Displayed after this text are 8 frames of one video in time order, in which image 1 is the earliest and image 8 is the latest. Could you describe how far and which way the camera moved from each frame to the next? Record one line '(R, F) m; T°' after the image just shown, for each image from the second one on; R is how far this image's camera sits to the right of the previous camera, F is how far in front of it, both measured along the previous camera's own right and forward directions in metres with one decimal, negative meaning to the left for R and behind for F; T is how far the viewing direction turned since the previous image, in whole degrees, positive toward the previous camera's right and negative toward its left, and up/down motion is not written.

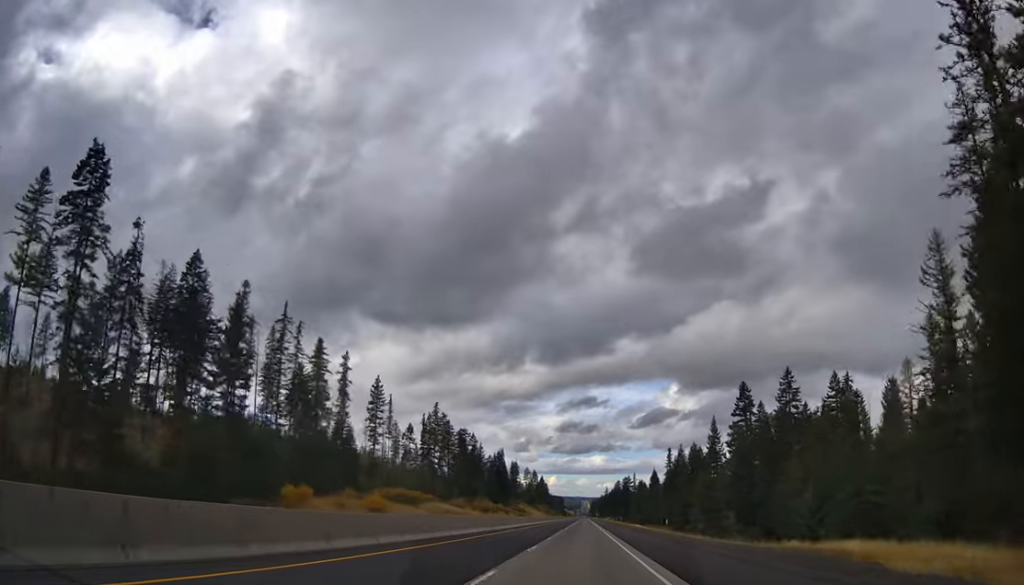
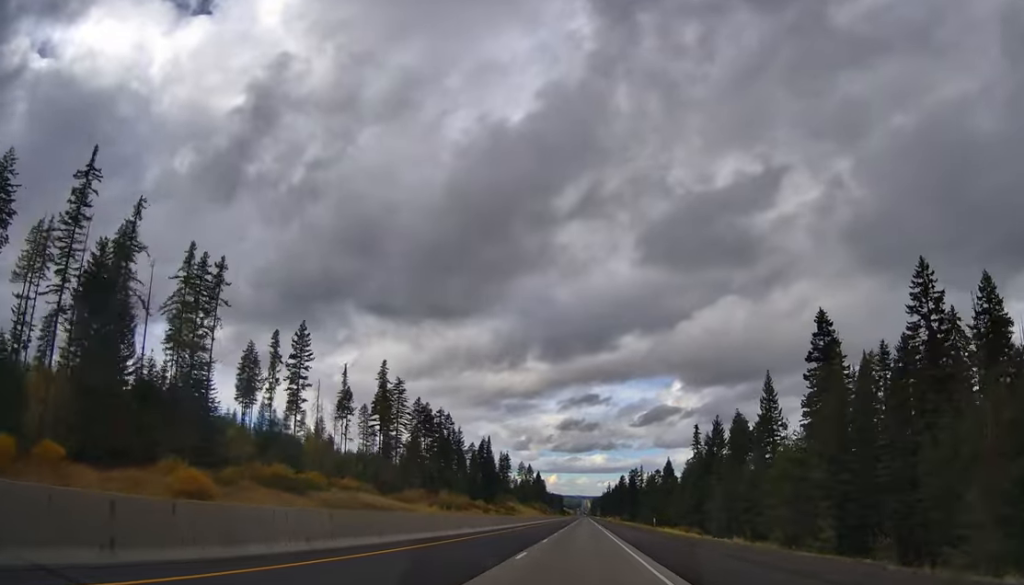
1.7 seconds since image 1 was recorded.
(-0.4, +54.0) m; 0°
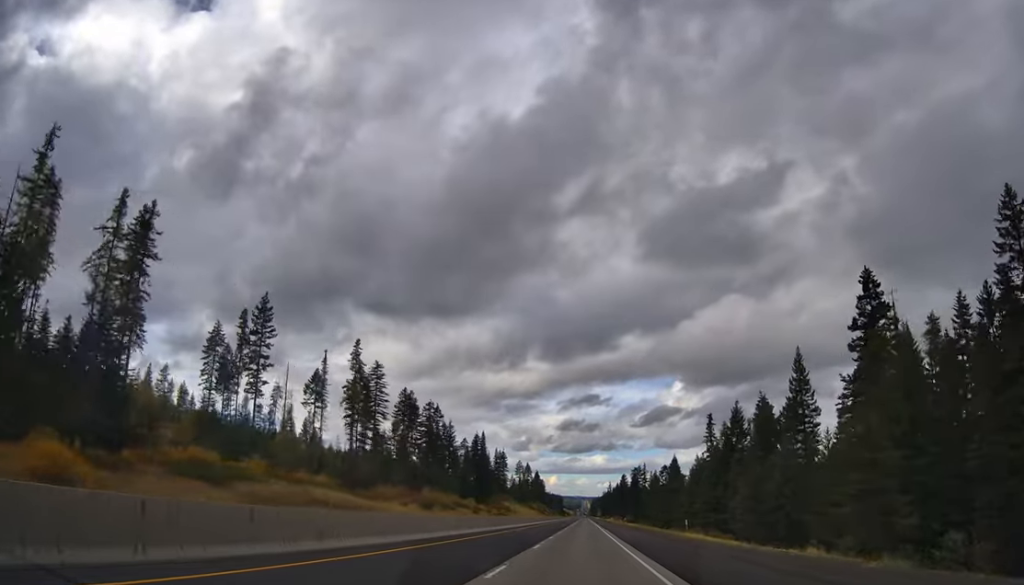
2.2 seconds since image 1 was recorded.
(+0.3, +18.3) m; 0°
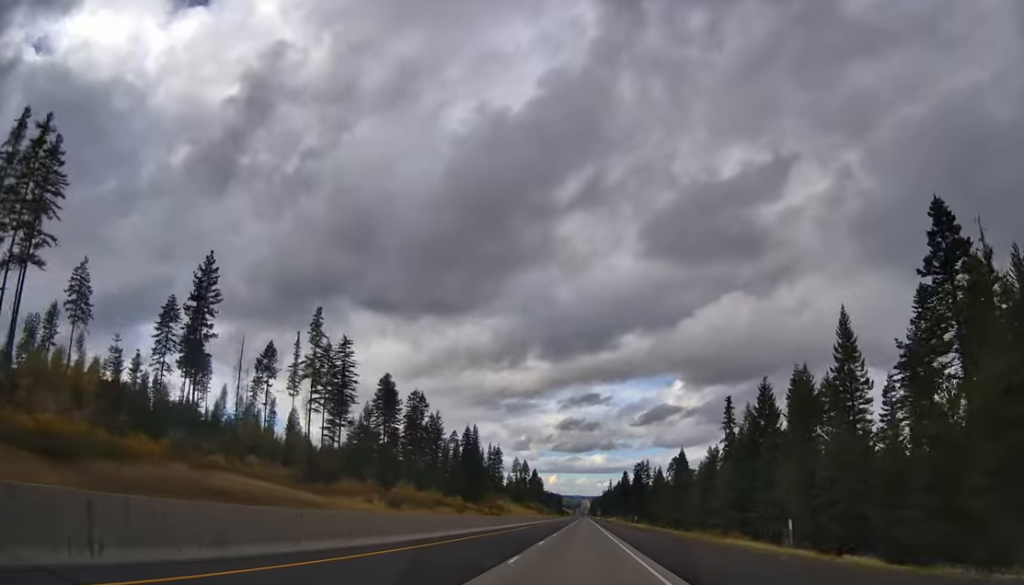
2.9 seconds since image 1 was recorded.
(0.0, +20.5) m; 0°
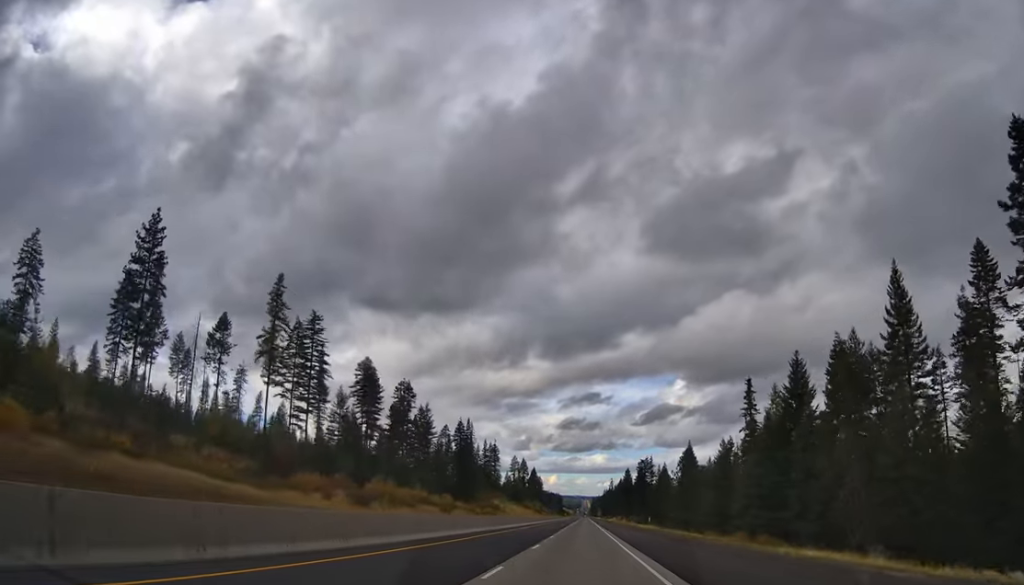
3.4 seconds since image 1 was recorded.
(0.0, +16.1) m; -1°
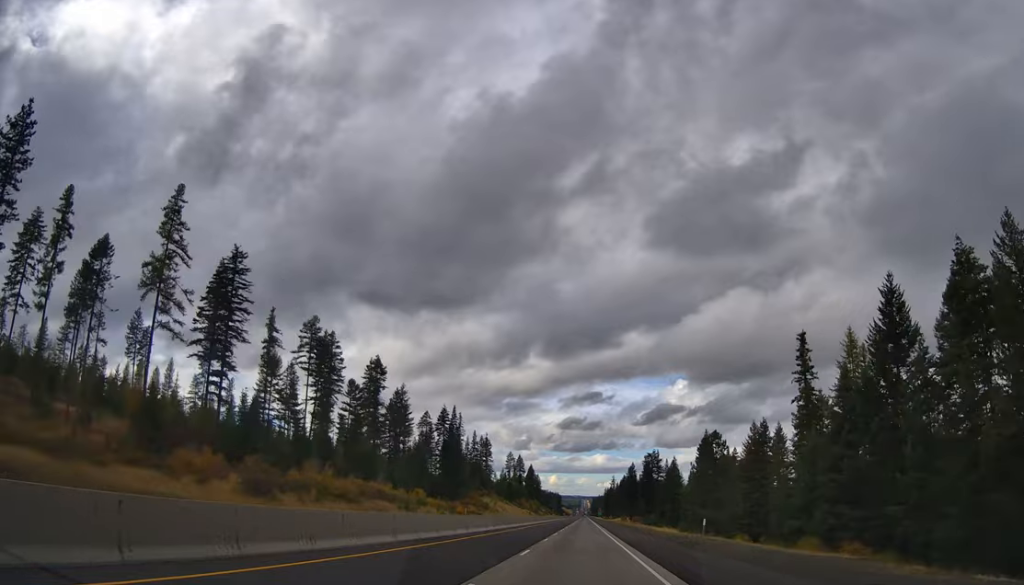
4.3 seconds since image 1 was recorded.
(-0.3, +29.0) m; 0°
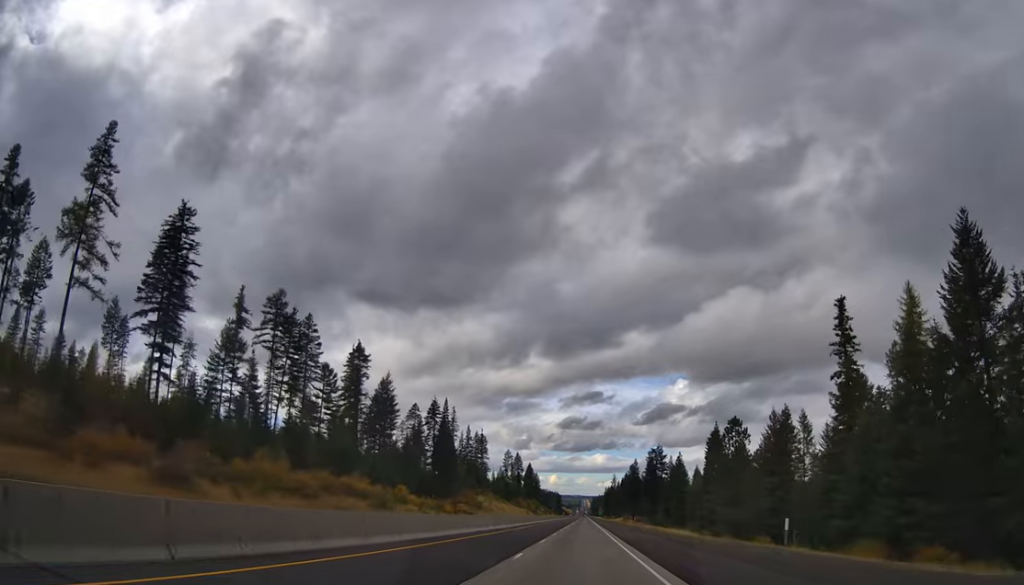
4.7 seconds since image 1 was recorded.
(0.0, +13.9) m; 0°
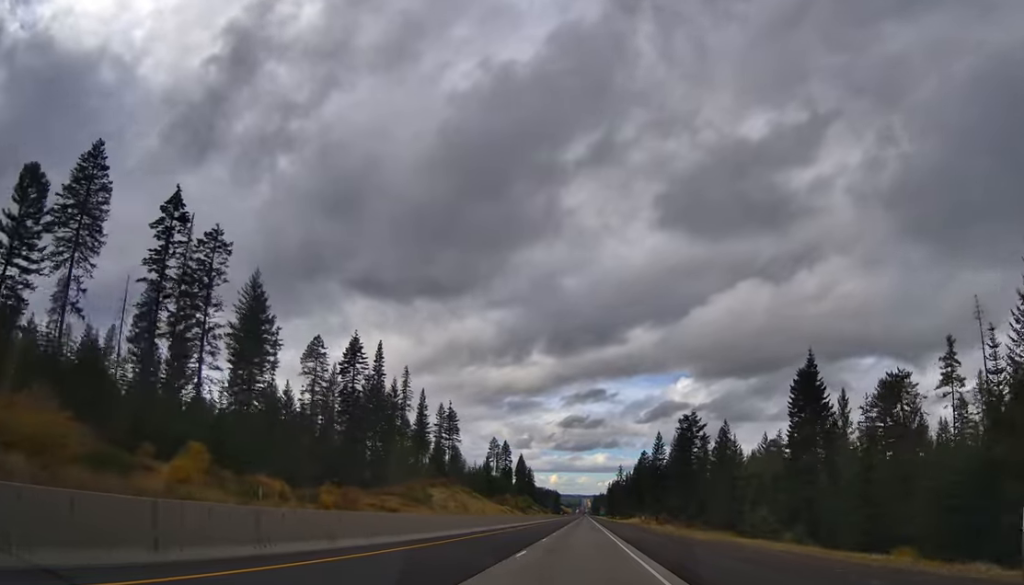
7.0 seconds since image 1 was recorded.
(+1.0, +72.9) m; +2°
